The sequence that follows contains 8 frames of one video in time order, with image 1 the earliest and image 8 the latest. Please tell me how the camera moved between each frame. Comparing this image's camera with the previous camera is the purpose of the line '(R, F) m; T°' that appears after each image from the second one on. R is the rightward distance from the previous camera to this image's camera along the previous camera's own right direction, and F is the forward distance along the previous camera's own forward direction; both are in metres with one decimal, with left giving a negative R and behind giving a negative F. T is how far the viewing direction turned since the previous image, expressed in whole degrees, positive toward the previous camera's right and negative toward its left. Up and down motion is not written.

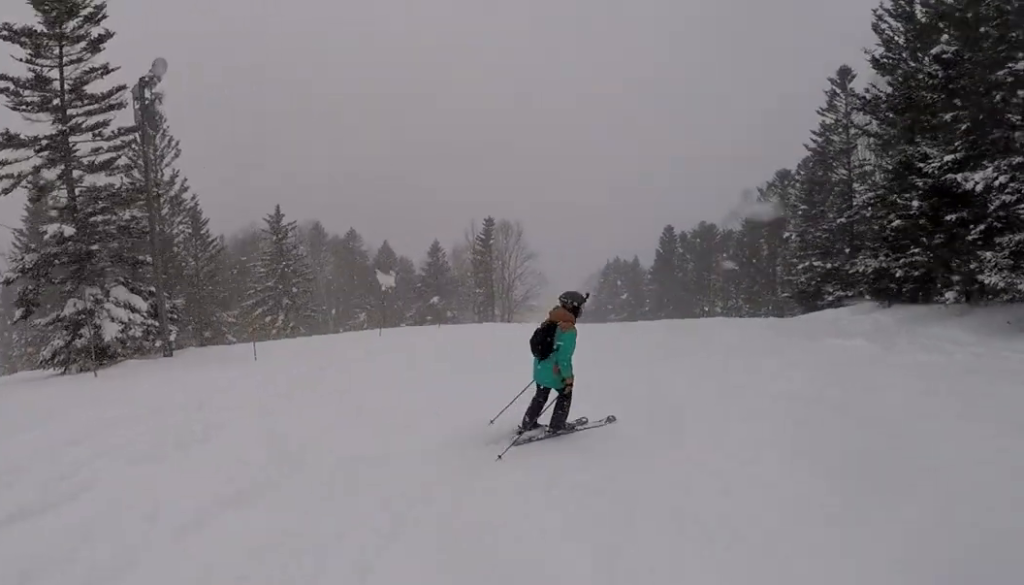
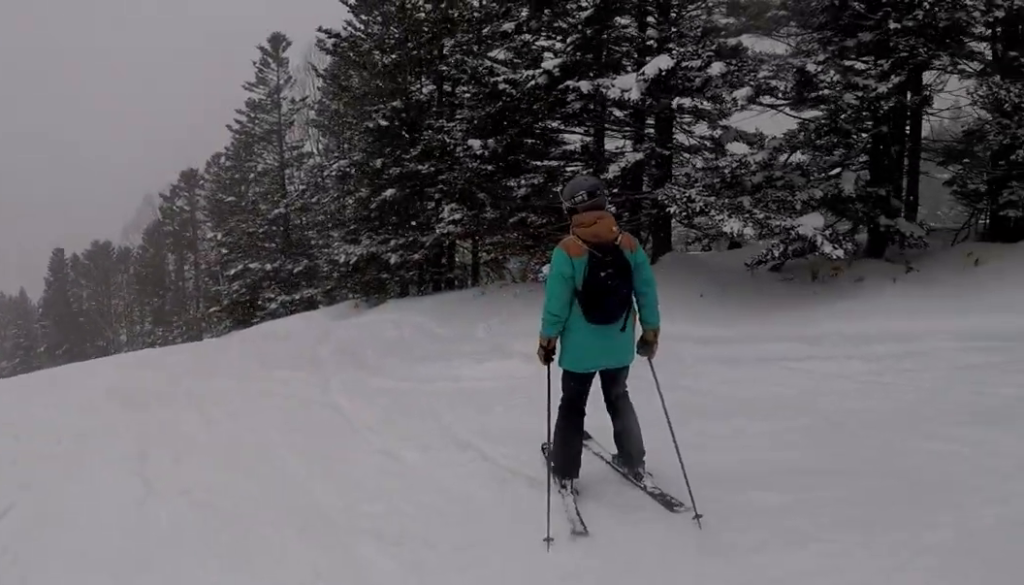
(+3.7, +7.1) m; +47°
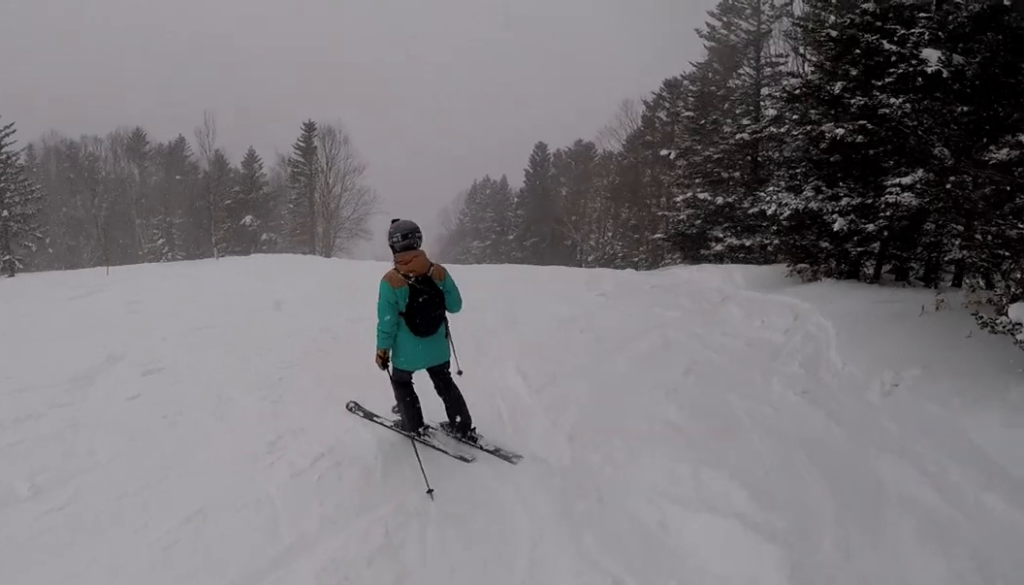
(-0.1, +5.6) m; -28°
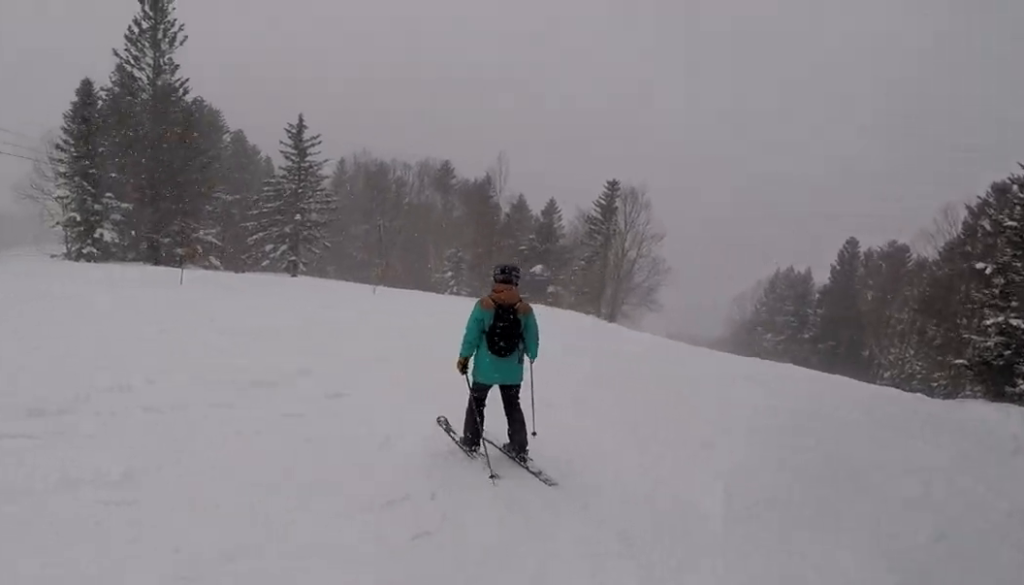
(-0.5, +1.8) m; -11°
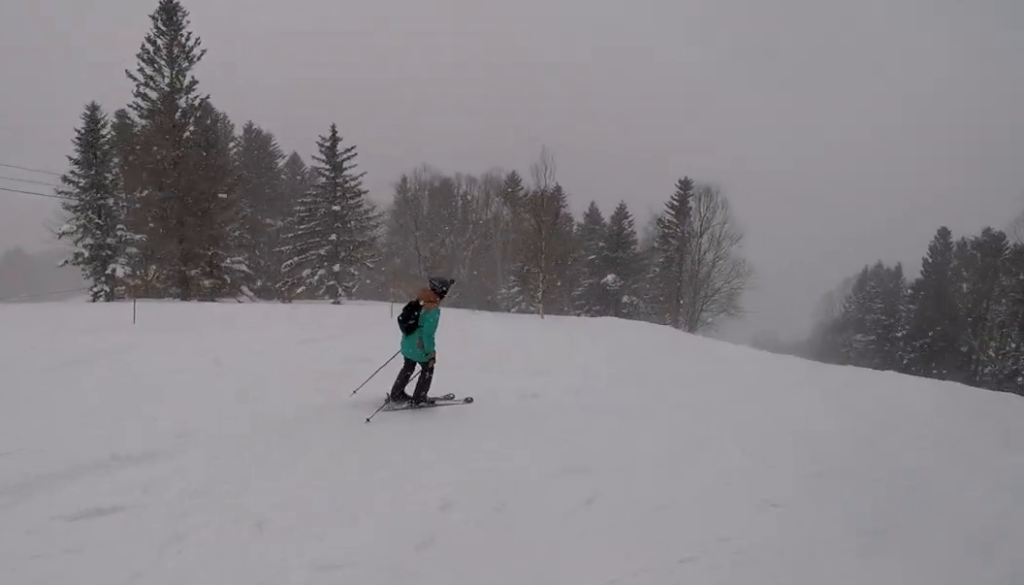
(-1.1, +5.2) m; -29°
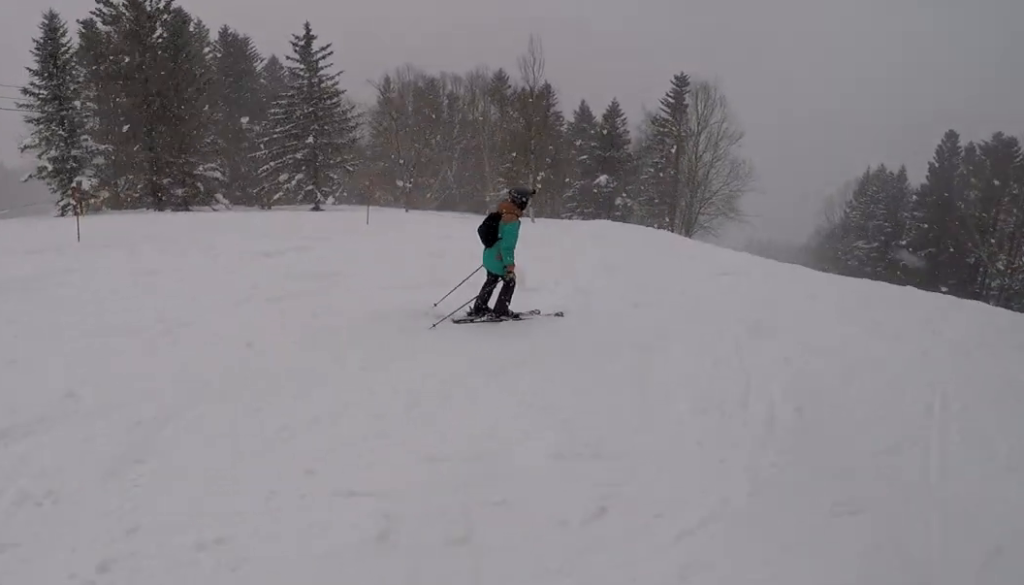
(-0.4, +1.8) m; -8°
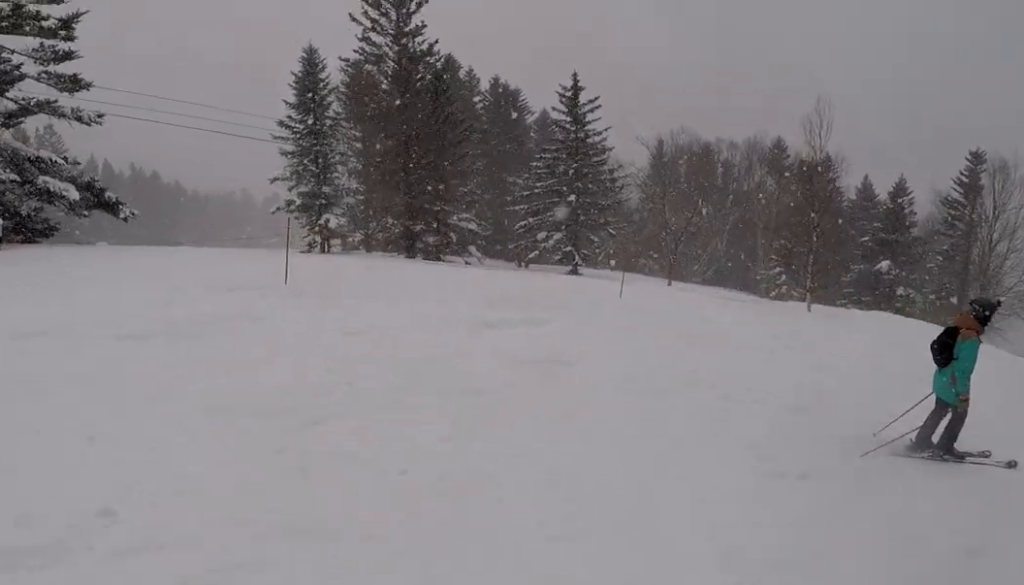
(-0.2, +2.3) m; -5°
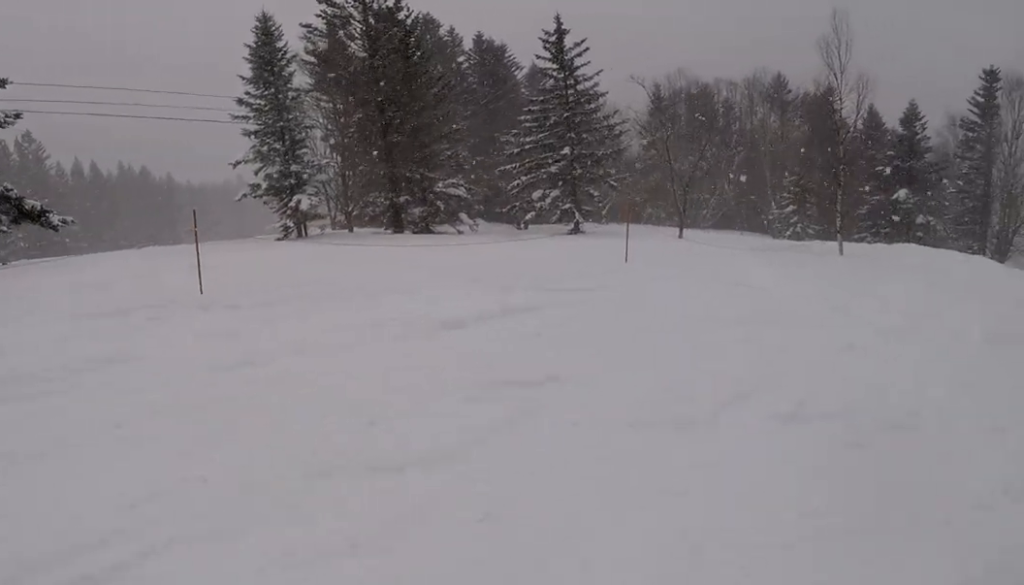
(0.0, +2.9) m; +1°
